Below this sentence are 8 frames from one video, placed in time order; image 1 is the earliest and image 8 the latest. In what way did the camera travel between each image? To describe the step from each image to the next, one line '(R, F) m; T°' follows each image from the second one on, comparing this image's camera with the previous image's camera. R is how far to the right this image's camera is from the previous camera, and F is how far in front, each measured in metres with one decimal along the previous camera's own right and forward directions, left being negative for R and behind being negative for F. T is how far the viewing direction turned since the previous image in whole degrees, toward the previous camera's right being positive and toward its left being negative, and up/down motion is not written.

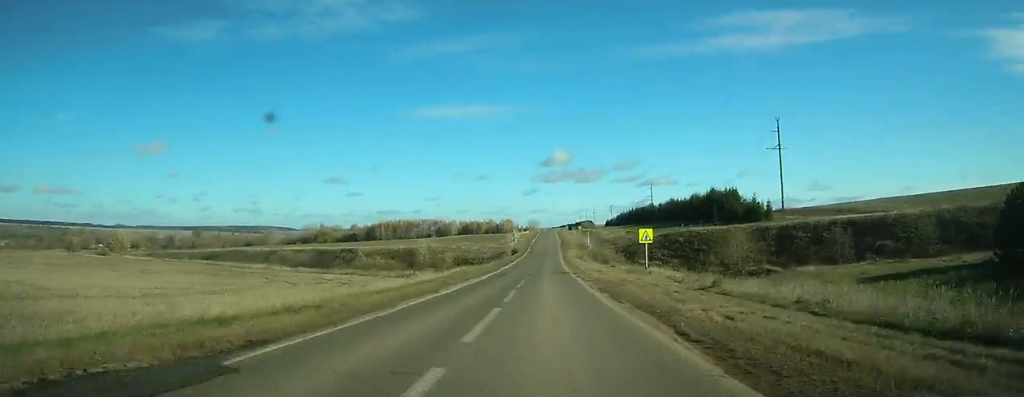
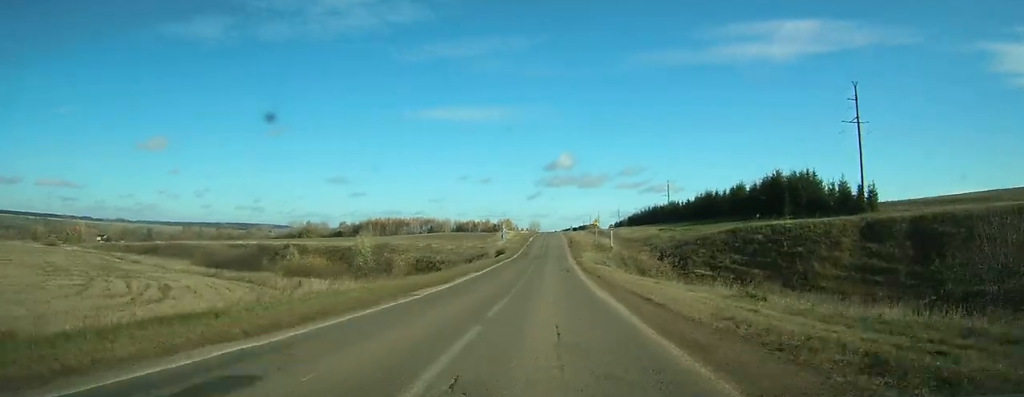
(-0.1, +35.0) m; 0°
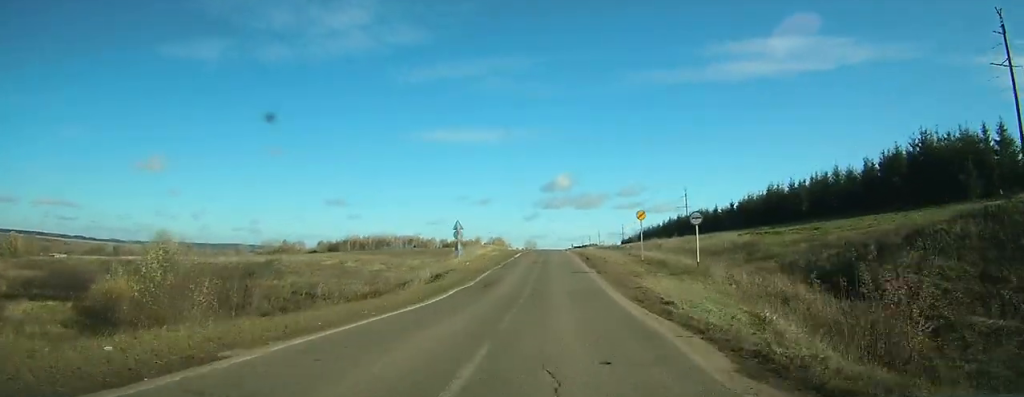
(-0.2, +38.4) m; 0°
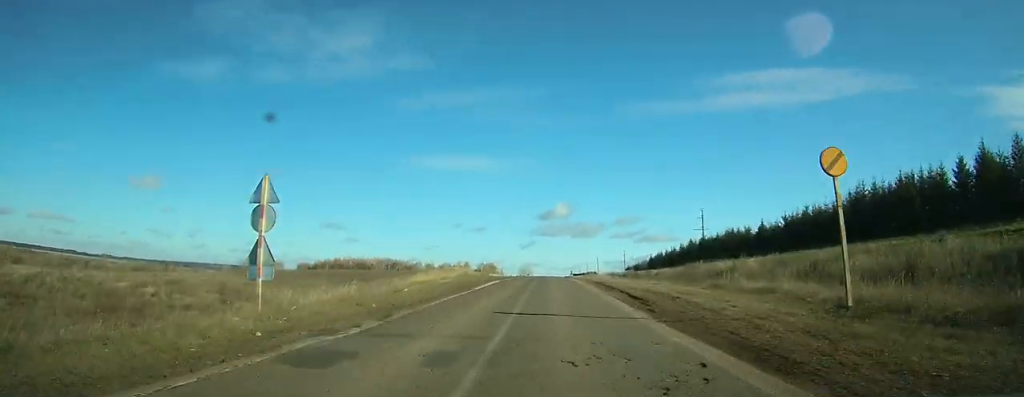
(+0.1, +26.4) m; 0°
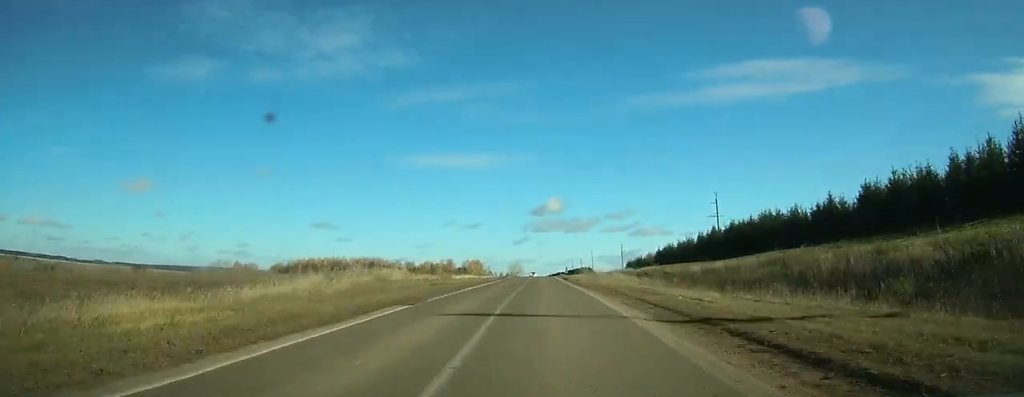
(+0.1, +24.2) m; 0°
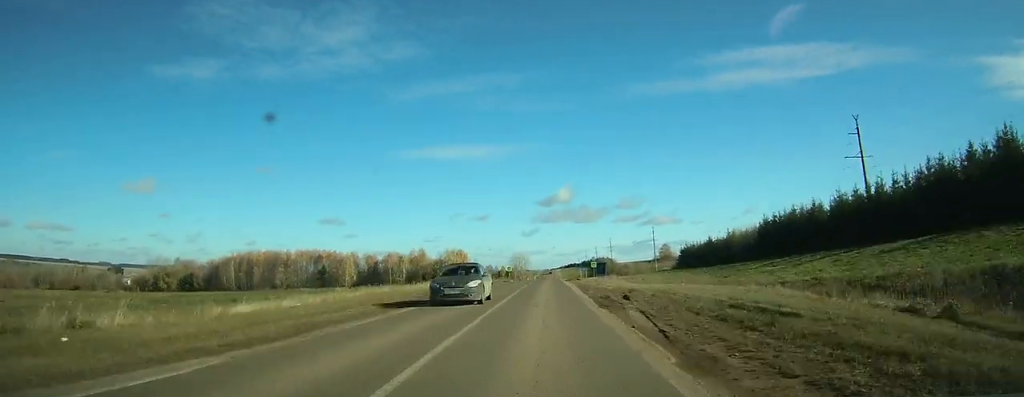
(+0.4, +71.5) m; 0°
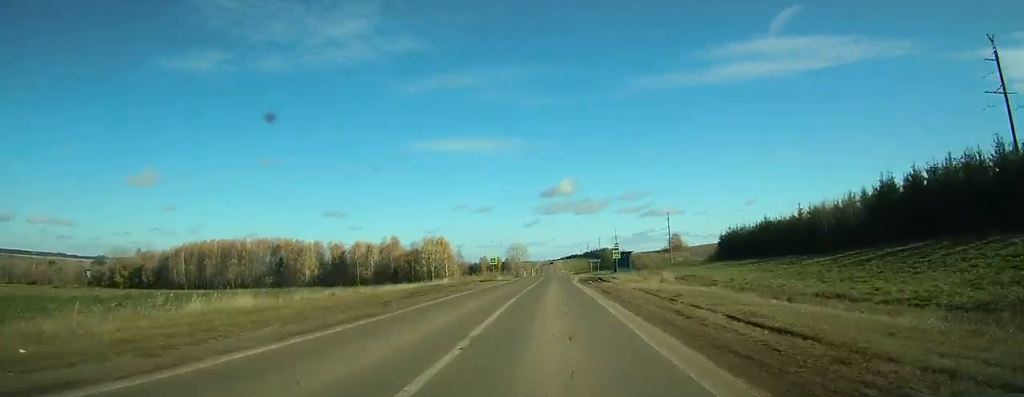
(-0.1, +33.5) m; 0°
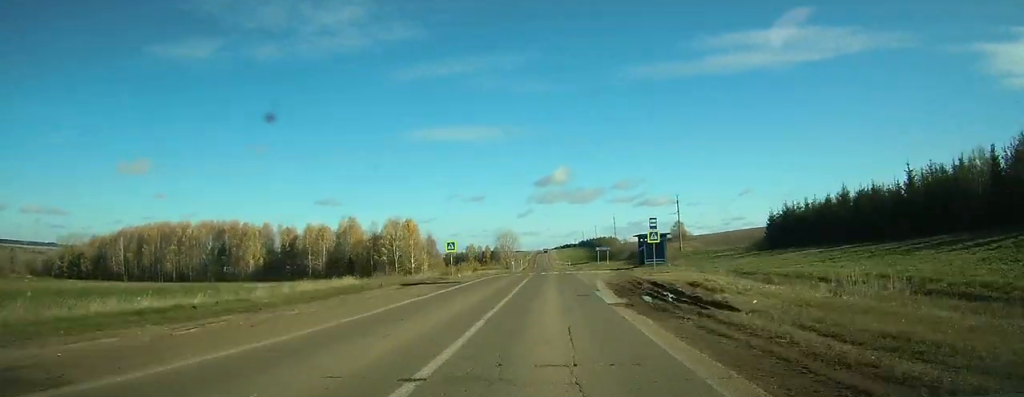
(-0.1, +29.4) m; 0°
